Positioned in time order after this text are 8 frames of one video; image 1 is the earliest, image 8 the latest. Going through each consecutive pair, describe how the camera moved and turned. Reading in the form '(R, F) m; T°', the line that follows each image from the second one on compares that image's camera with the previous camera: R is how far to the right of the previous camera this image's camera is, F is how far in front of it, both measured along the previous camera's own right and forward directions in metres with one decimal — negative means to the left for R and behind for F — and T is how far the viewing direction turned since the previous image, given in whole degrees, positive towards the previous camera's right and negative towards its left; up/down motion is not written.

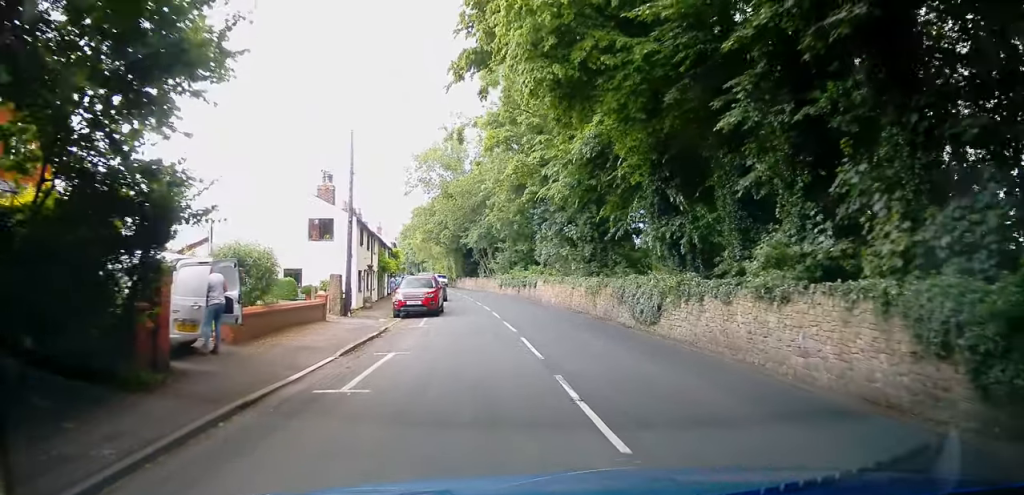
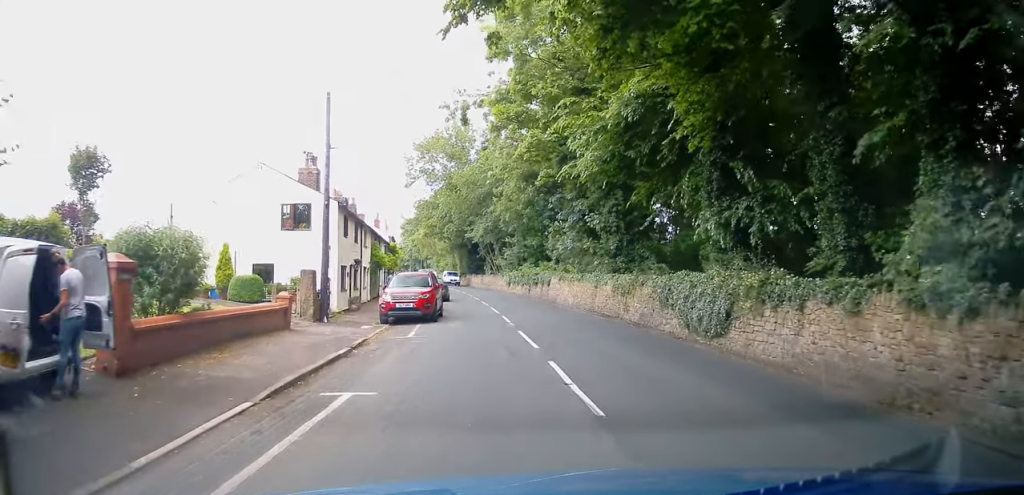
(0.0, +4.6) m; 0°
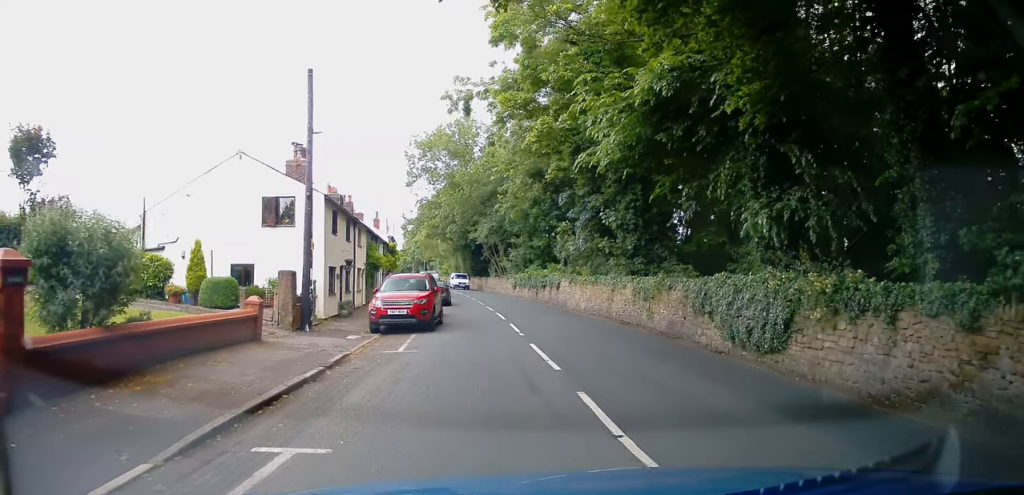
(0.0, +2.8) m; 0°
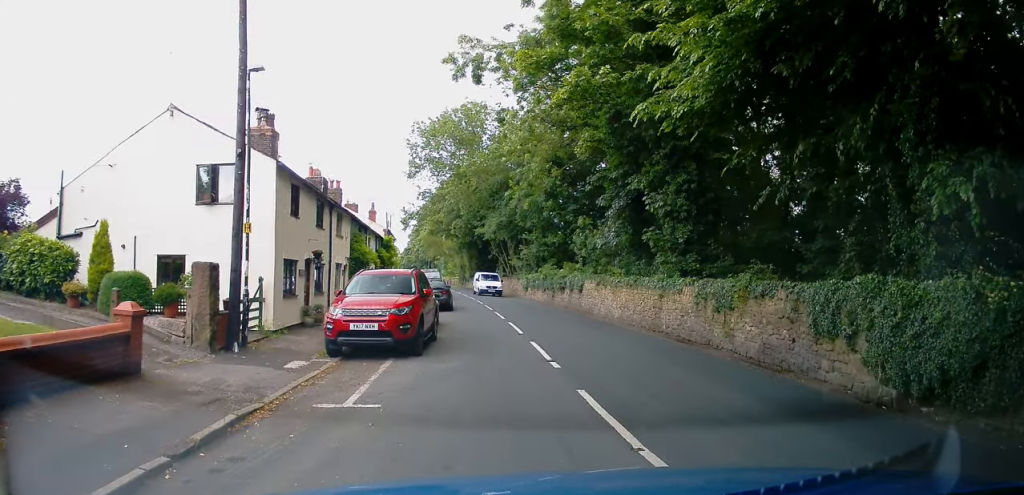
(-0.1, +6.8) m; -1°
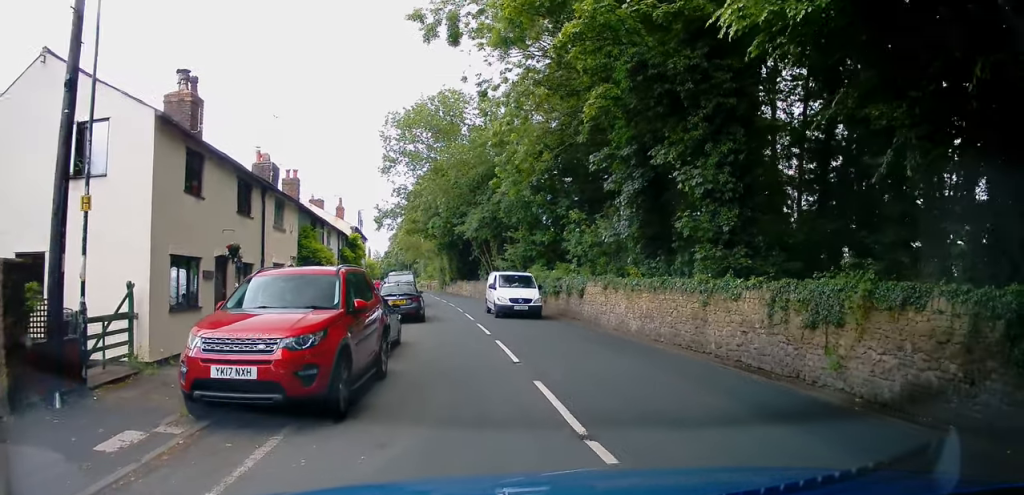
(0.0, +6.5) m; +1°
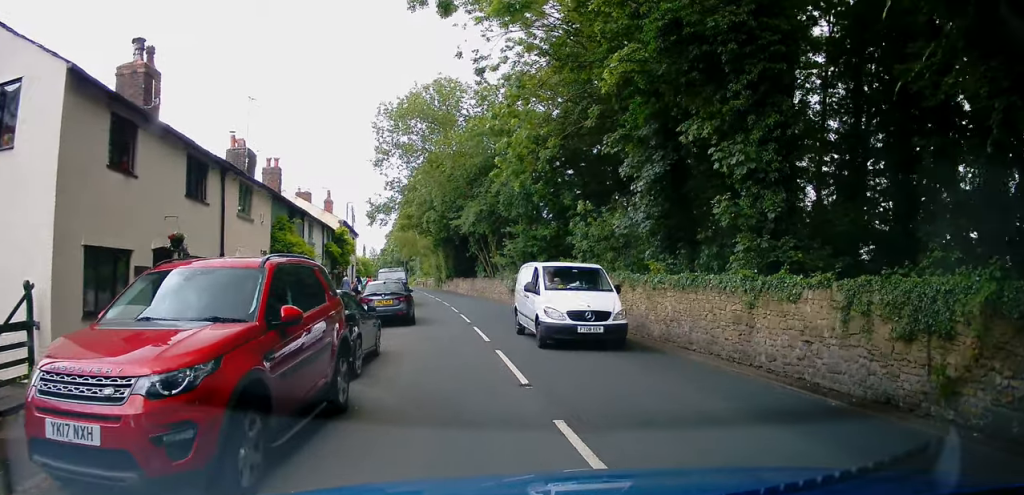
(0.0, +2.9) m; 0°
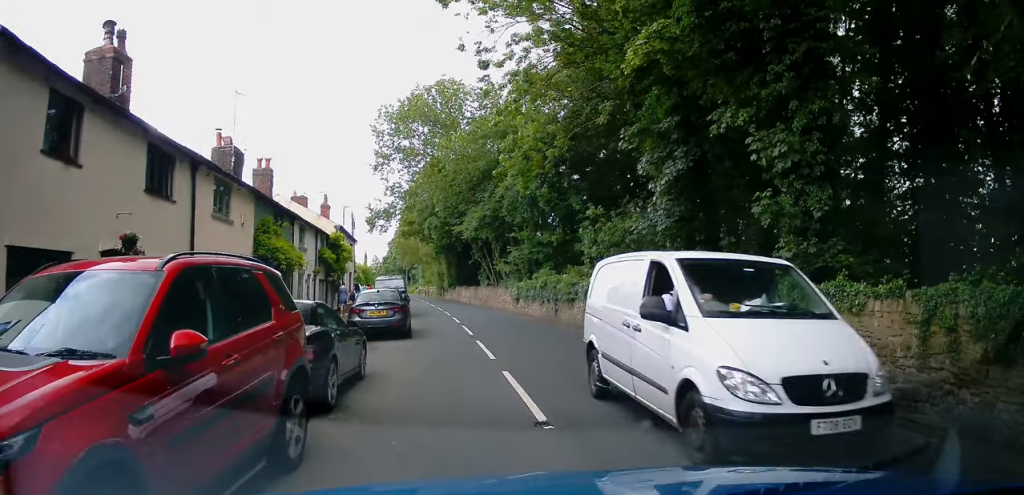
(0.0, +2.0) m; 0°
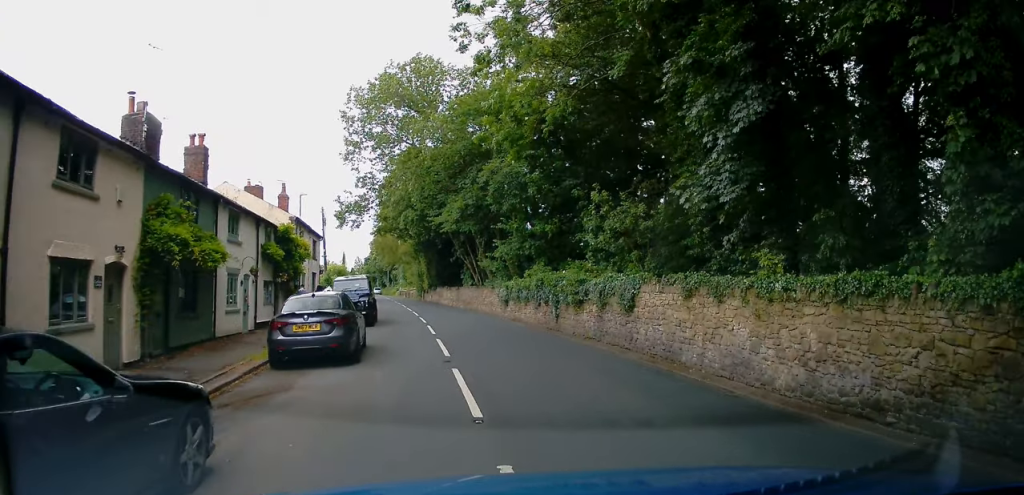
(0.0, +5.6) m; -1°
